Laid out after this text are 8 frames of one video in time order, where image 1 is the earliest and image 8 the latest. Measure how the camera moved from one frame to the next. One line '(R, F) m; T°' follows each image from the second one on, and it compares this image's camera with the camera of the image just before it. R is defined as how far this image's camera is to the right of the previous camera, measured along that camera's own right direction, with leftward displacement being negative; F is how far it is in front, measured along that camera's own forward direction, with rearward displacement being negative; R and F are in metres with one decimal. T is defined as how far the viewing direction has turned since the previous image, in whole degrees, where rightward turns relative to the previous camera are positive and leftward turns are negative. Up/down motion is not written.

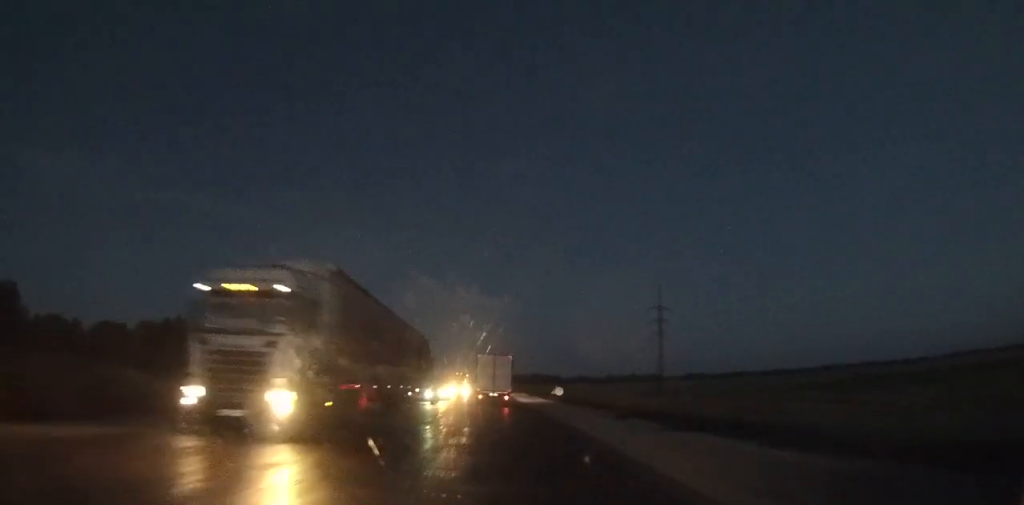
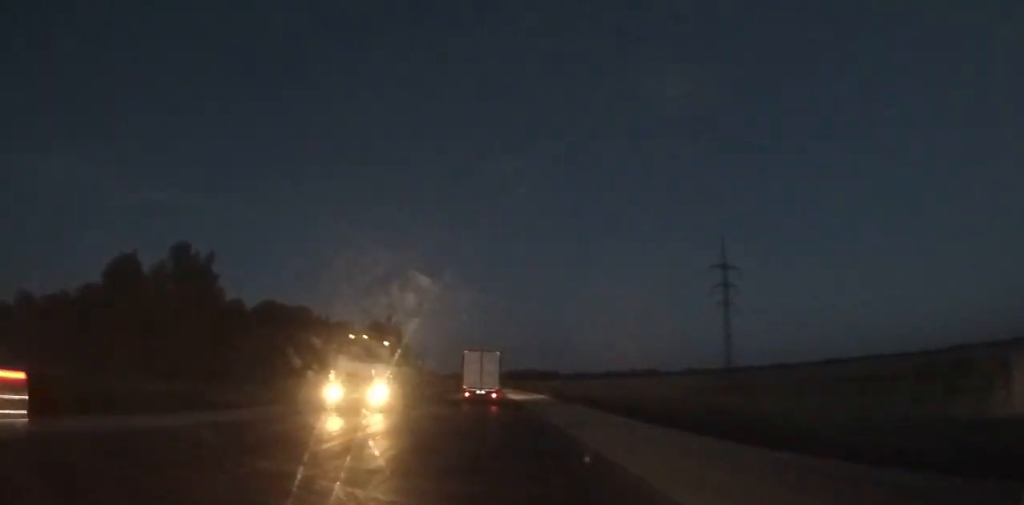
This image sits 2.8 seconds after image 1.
(-0.2, +45.7) m; -1°
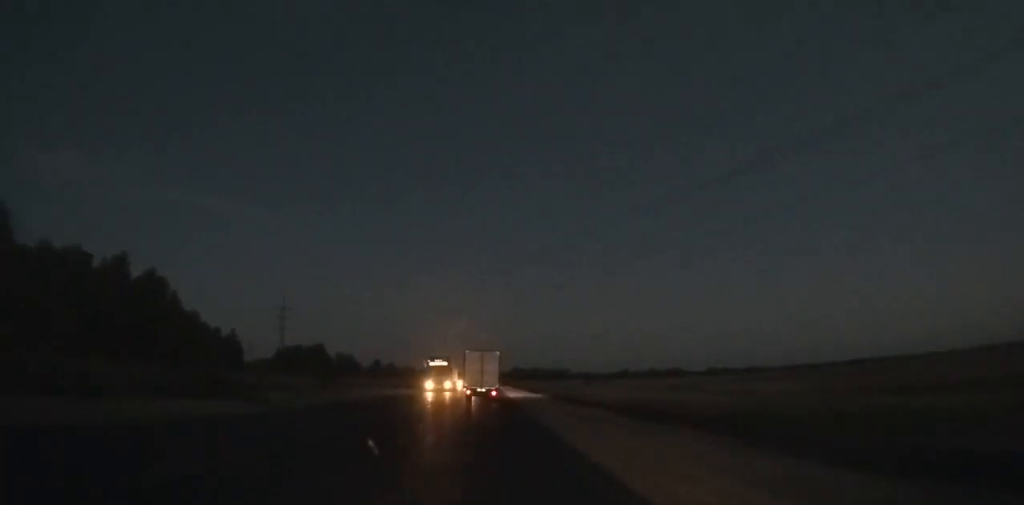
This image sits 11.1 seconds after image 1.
(+0.2, +140.1) m; +1°
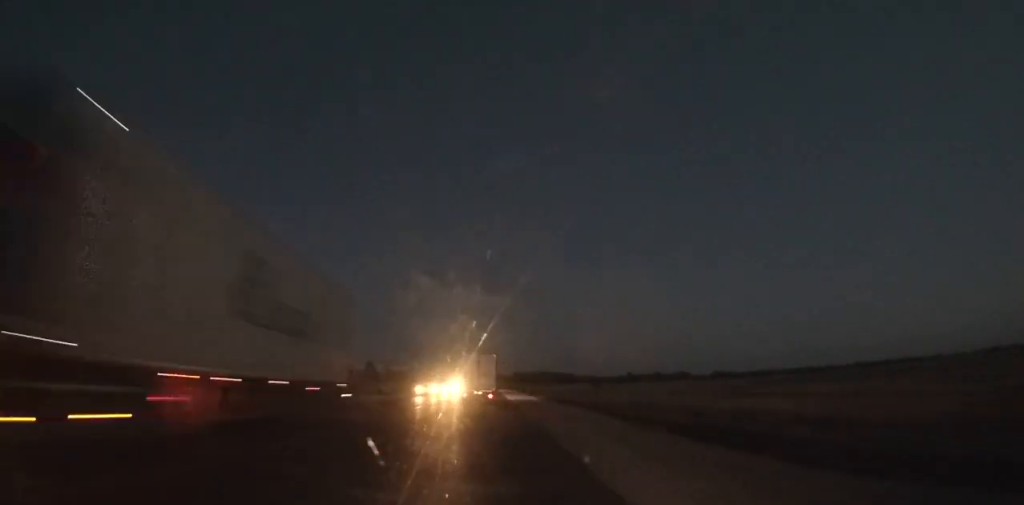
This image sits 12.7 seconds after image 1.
(0.0, +28.2) m; 0°
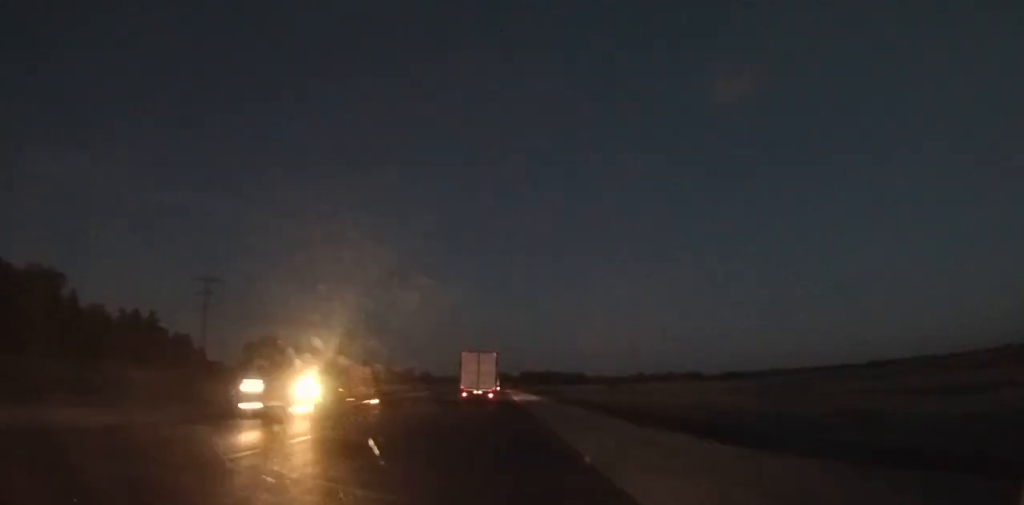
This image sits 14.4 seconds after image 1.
(+0.1, +30.1) m; 0°
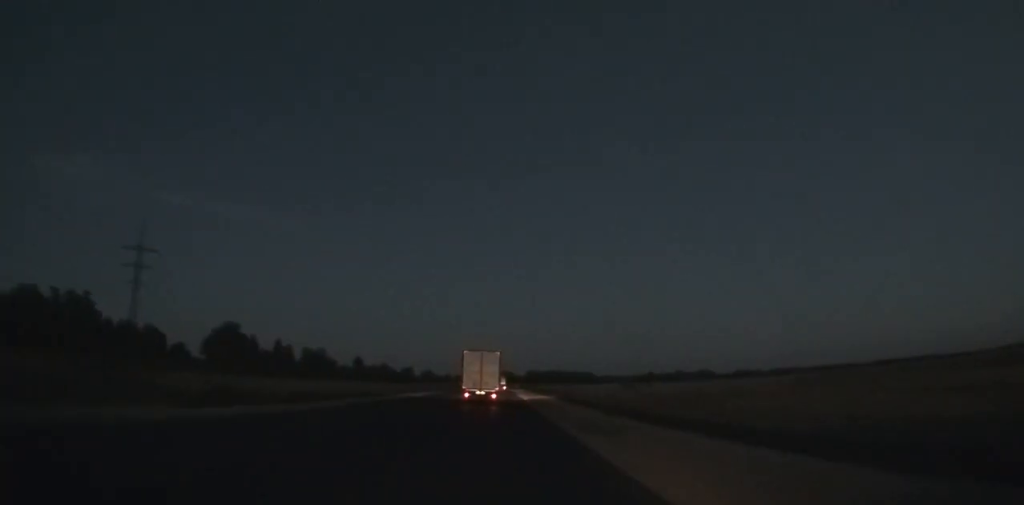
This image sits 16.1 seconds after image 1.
(-0.3, +30.9) m; 0°
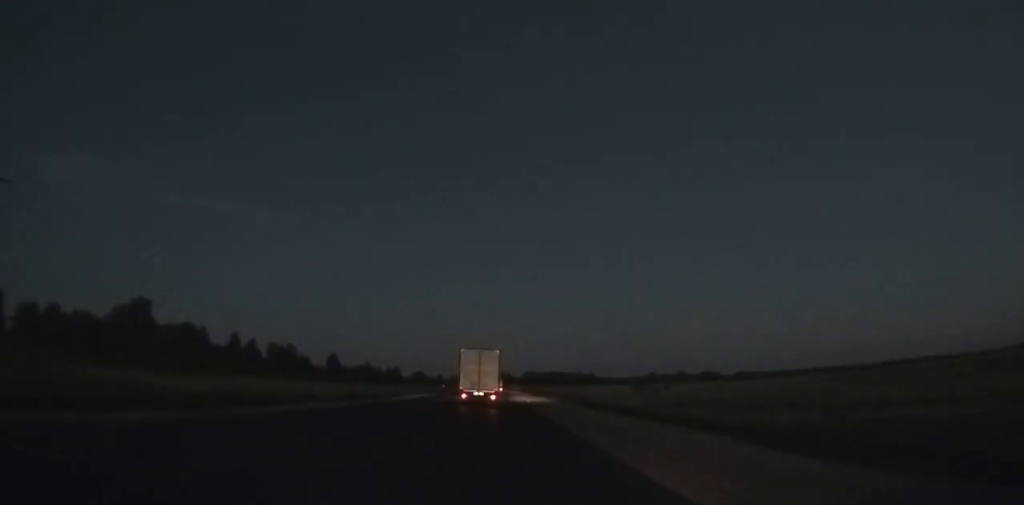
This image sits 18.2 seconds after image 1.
(-0.1, +38.4) m; 0°
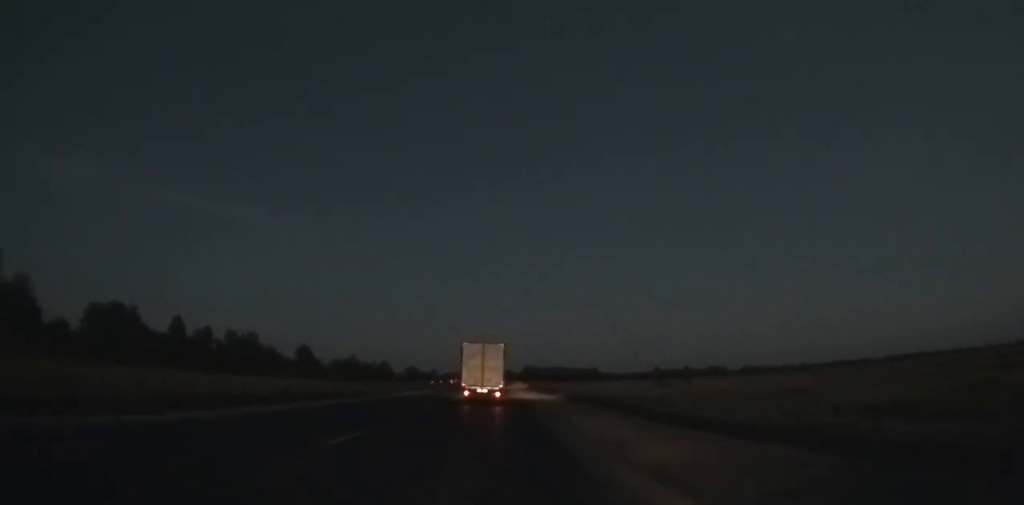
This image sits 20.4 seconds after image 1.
(+0.2, +40.5) m; 0°
